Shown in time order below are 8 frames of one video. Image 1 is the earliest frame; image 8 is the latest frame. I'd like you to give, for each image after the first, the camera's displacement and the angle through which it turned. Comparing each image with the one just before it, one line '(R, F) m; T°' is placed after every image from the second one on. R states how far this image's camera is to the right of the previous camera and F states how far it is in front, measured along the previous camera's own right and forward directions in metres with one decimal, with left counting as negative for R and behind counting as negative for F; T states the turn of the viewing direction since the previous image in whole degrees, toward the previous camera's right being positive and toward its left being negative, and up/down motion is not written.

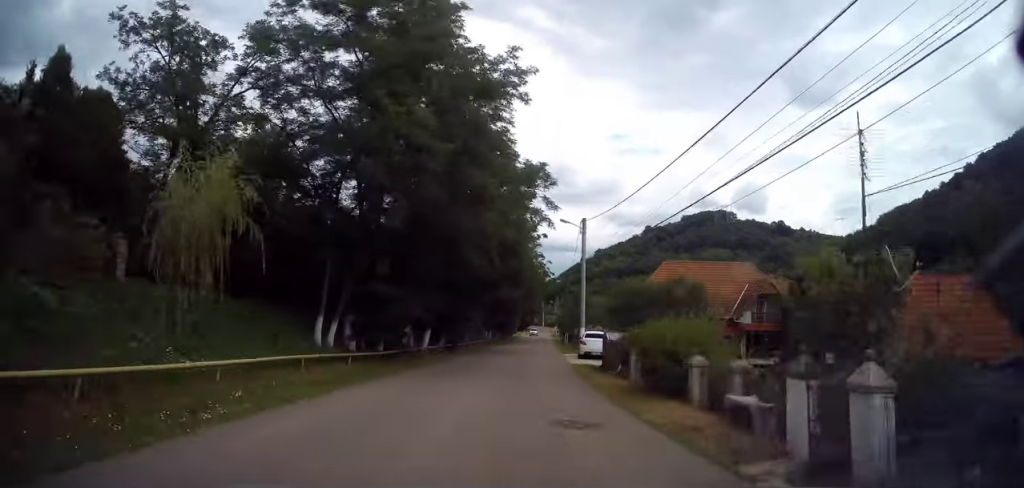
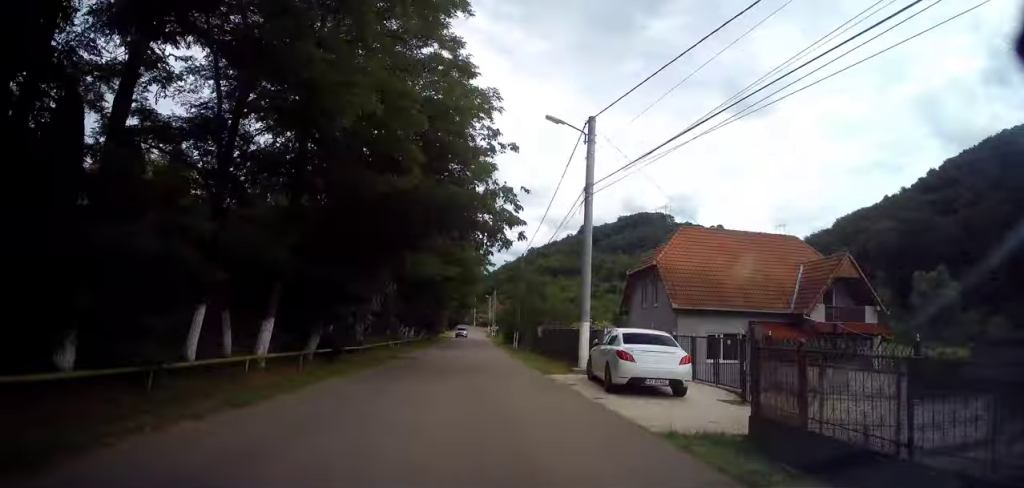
(+0.4, +16.6) m; +4°
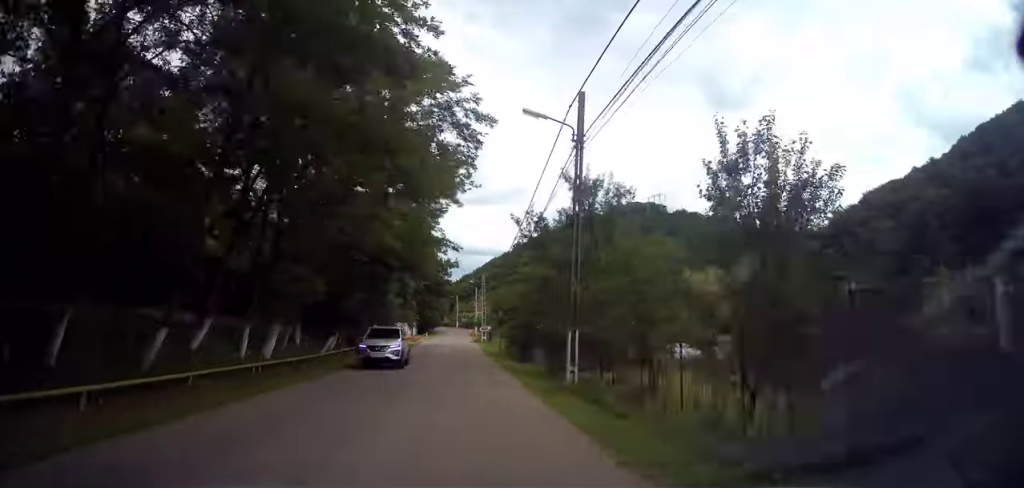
(+2.5, +31.2) m; +3°
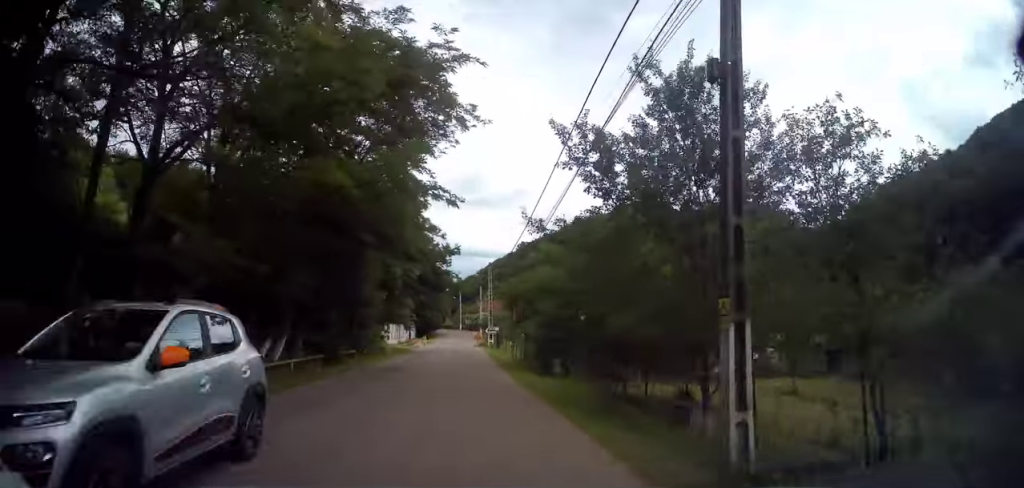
(-0.6, +8.5) m; -1°
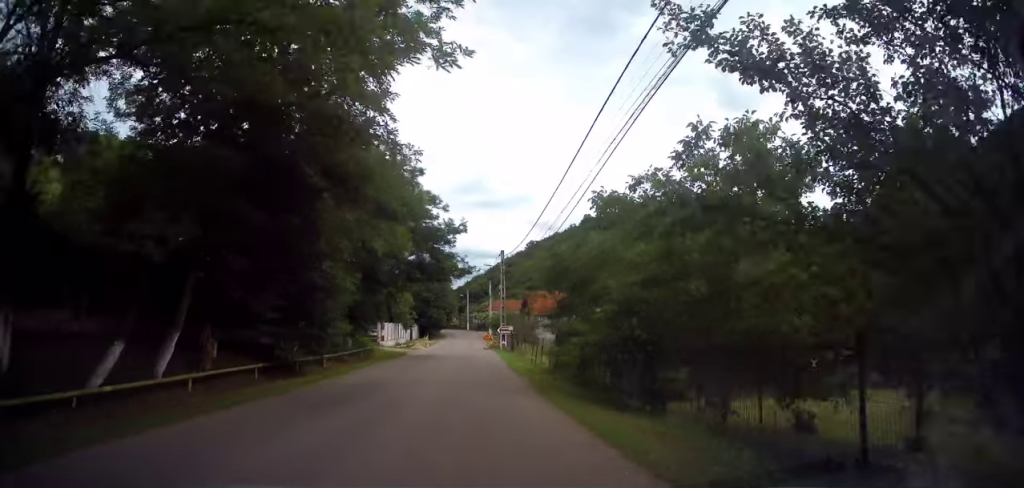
(-0.1, +8.0) m; 0°
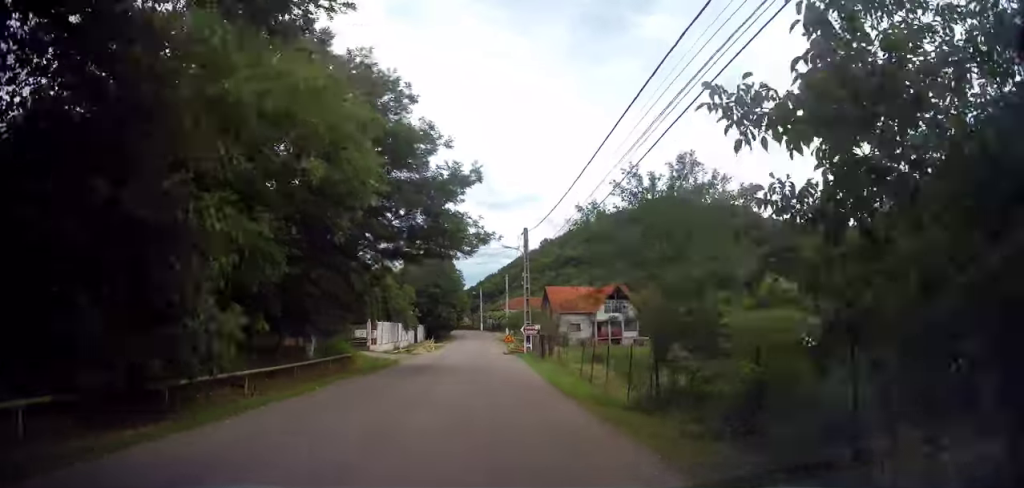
(+0.4, +9.6) m; +1°
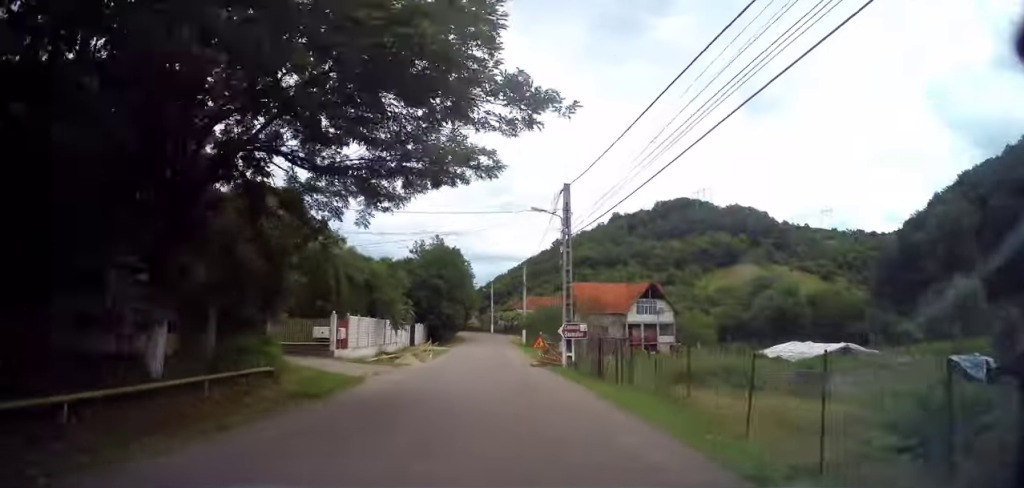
(0.0, +11.1) m; 0°
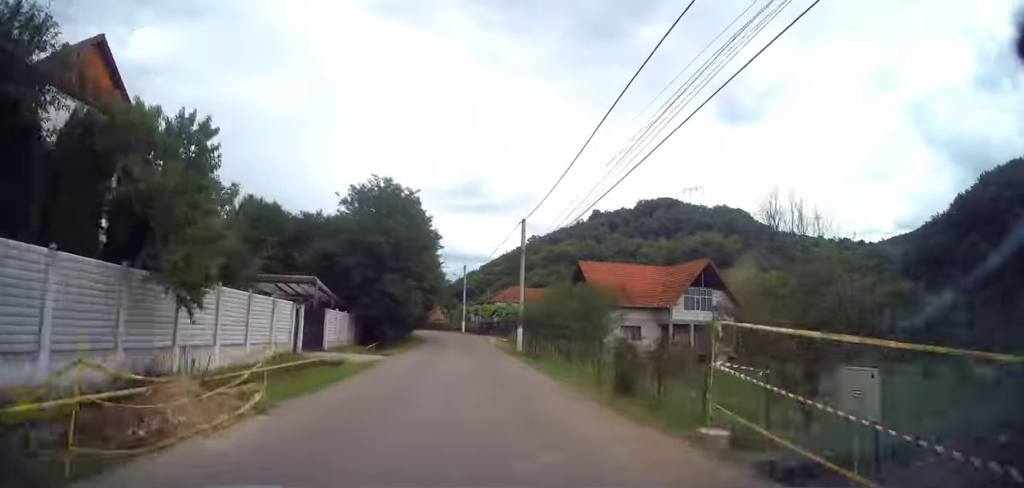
(-0.3, +22.2) m; 0°
